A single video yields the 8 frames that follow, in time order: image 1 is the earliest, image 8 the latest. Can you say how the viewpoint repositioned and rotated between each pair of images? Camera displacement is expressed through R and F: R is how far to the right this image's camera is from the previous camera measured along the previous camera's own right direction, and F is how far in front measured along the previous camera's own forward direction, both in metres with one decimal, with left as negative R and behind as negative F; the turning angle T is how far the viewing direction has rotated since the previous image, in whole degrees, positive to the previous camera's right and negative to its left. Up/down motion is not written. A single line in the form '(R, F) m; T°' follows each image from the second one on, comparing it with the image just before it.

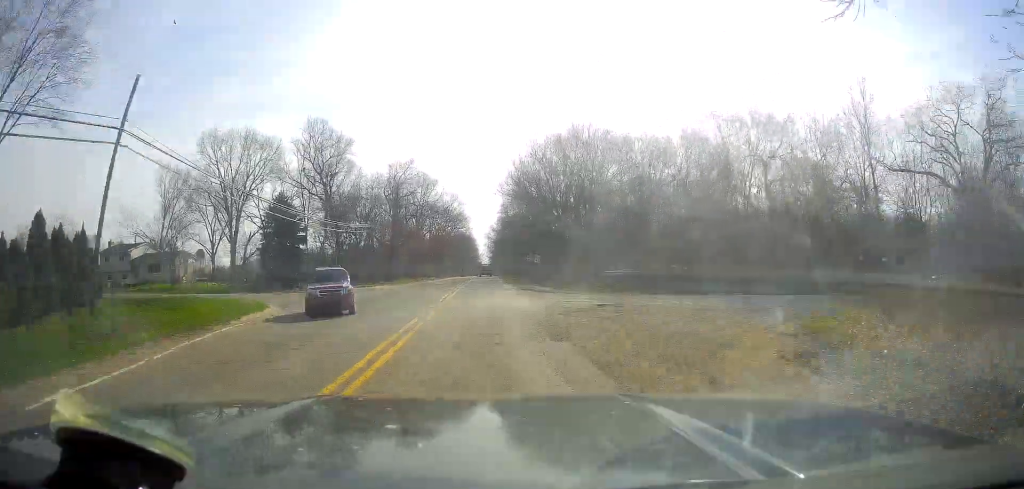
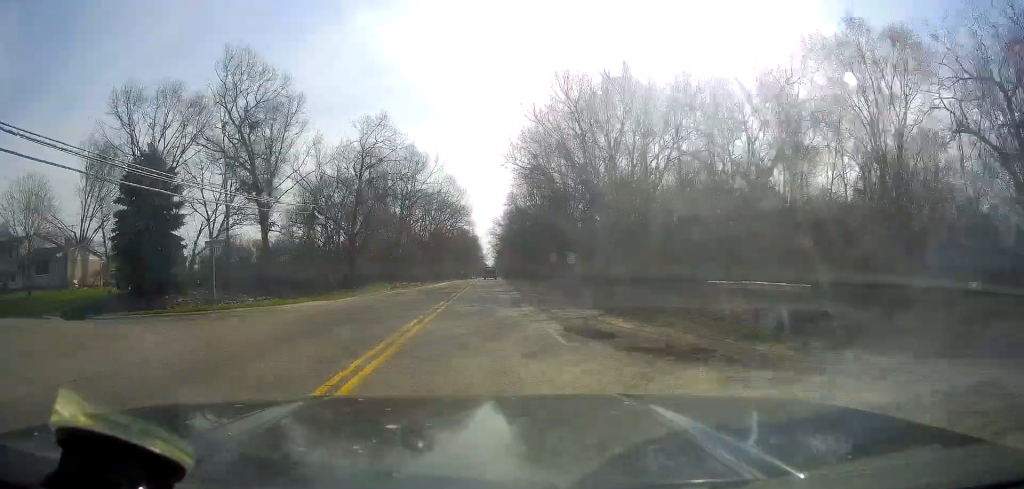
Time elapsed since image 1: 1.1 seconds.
(-0.4, +23.7) m; -1°
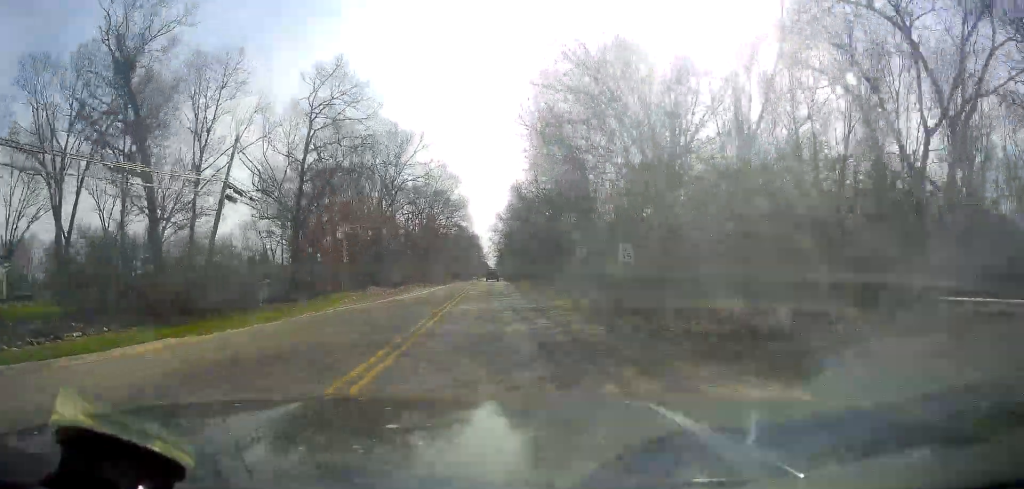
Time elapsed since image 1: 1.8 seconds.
(-0.1, +15.9) m; -1°
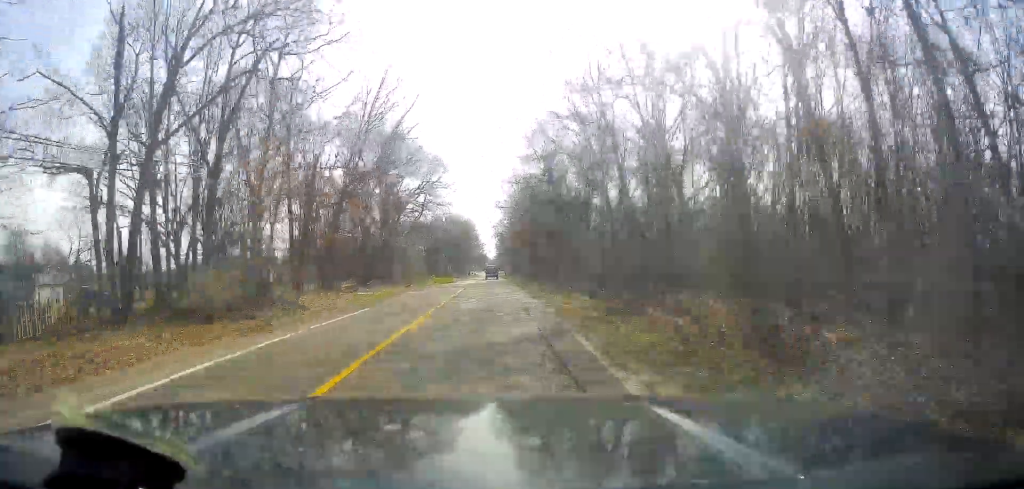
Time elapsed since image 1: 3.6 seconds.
(-0.7, +41.6) m; -1°
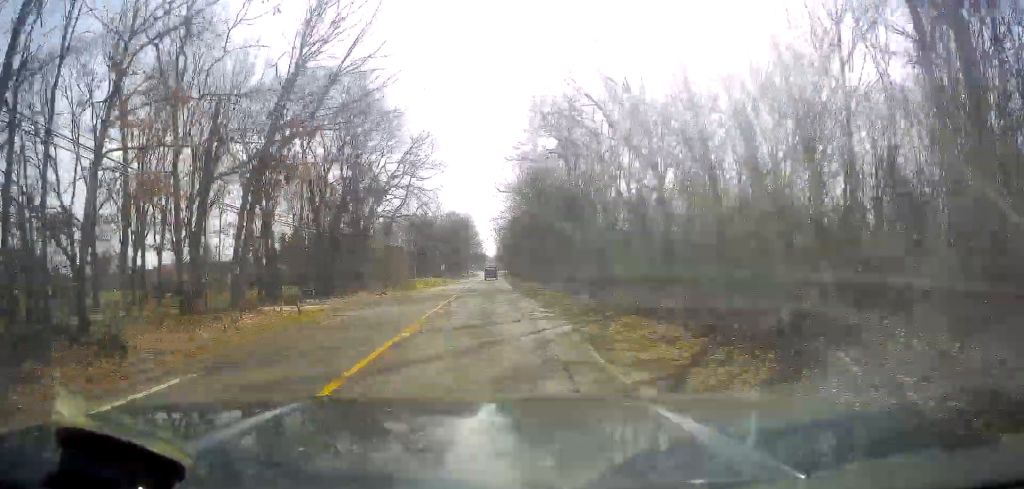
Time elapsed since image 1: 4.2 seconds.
(+0.3, +14.8) m; +1°
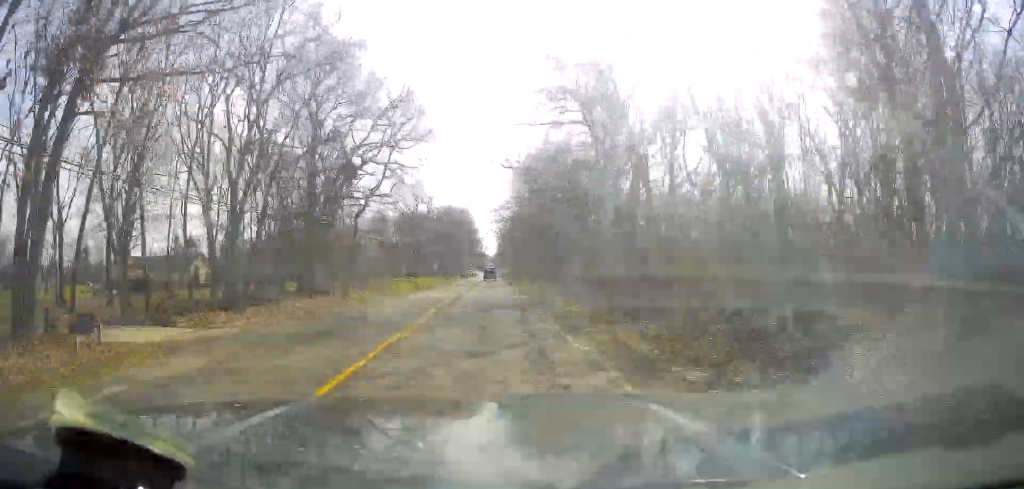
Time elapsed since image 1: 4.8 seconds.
(+0.1, +14.1) m; 0°
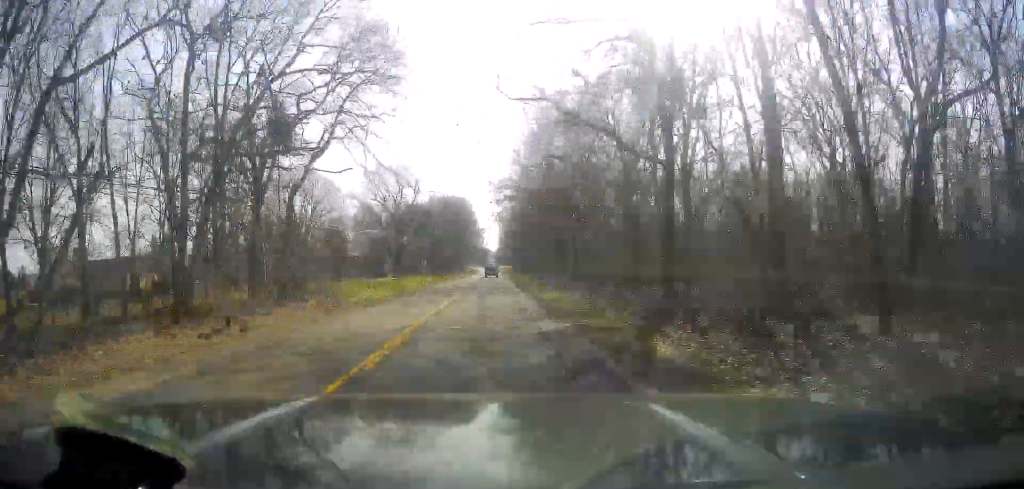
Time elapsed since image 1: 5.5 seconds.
(0.0, +16.5) m; 0°
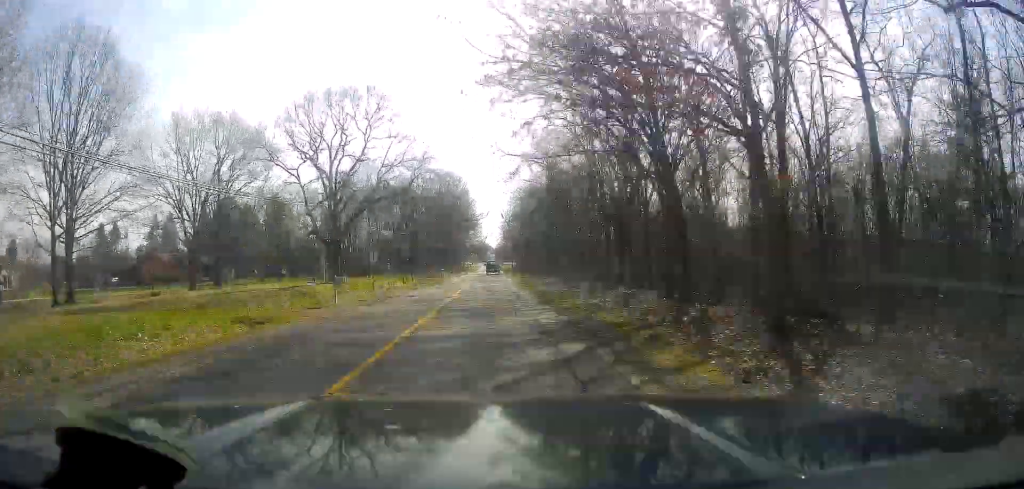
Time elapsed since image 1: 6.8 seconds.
(0.0, +31.8) m; 0°
